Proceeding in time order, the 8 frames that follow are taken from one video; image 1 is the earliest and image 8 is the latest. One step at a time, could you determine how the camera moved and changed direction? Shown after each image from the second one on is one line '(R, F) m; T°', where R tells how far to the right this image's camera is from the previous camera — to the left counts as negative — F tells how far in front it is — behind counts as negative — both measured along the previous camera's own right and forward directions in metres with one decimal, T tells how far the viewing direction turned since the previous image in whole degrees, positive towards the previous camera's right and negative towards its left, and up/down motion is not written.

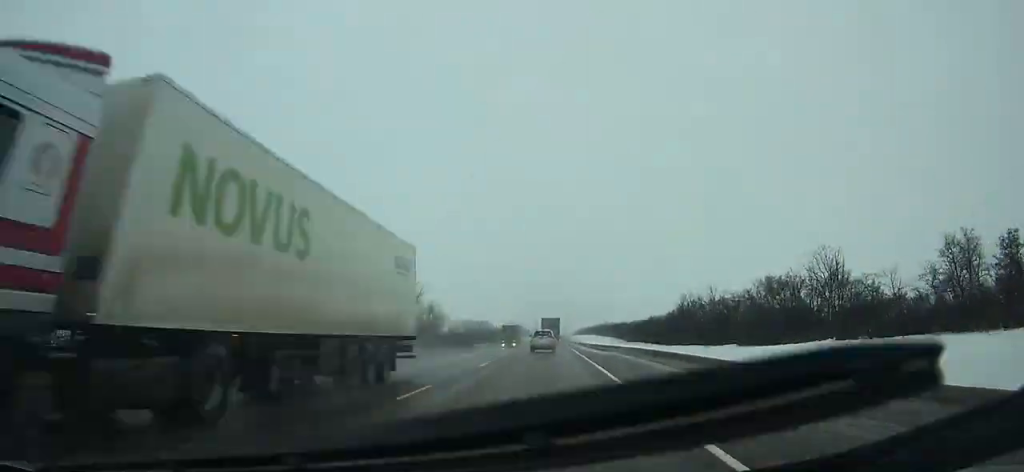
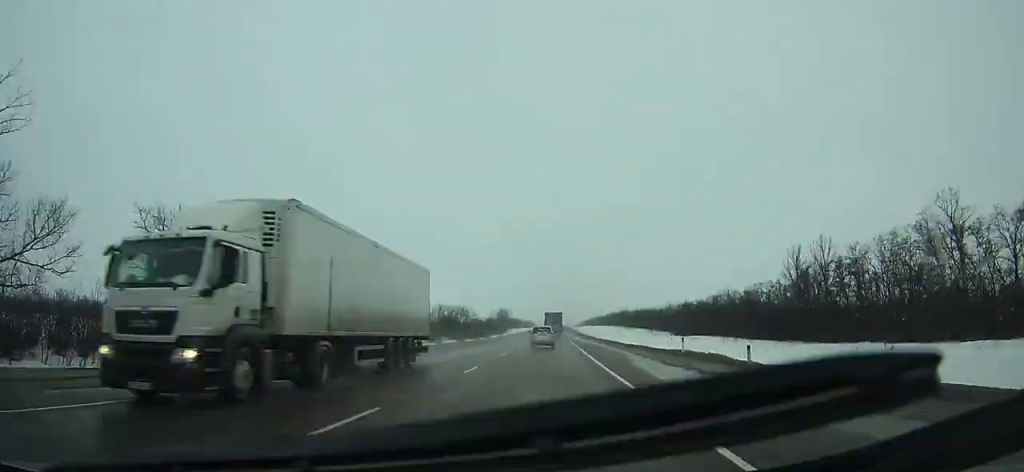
(-0.1, +123.3) m; 0°
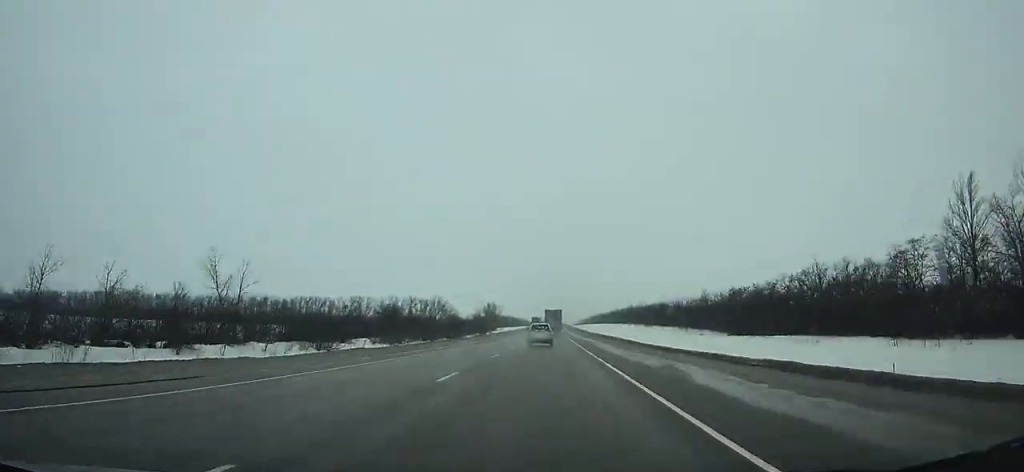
(0.0, +64.8) m; 0°
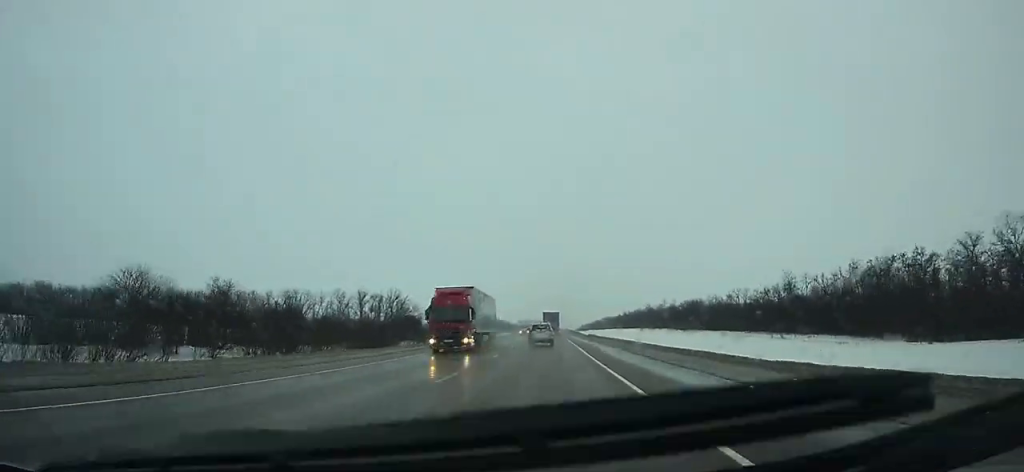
(0.0, +71.0) m; 0°
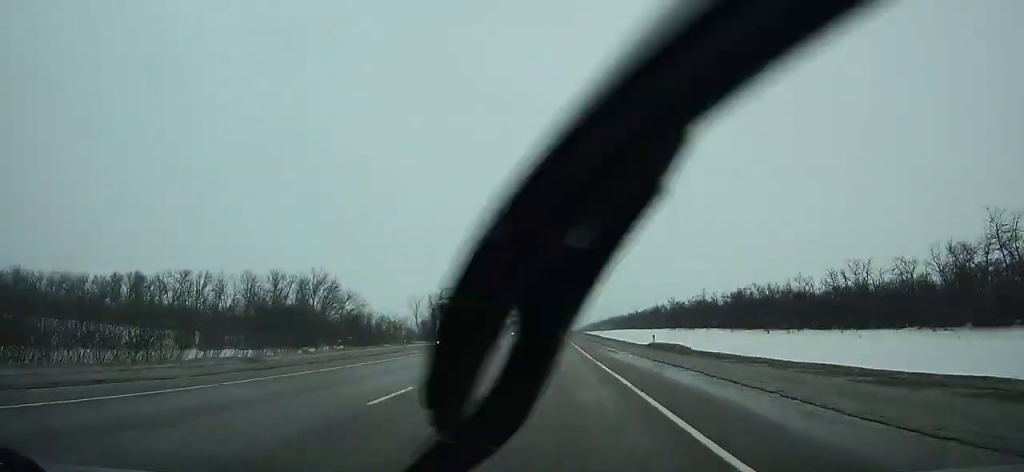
(+0.1, +63.9) m; 0°
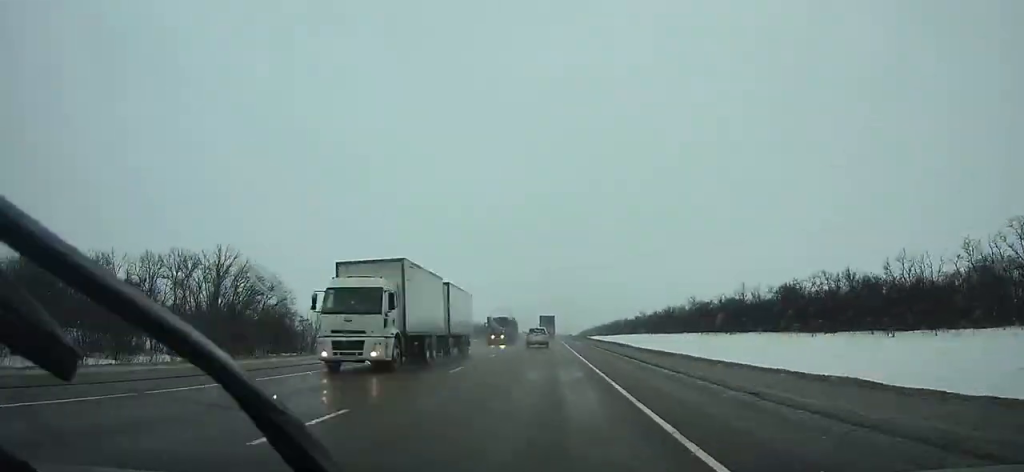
(+0.1, +39.5) m; 0°
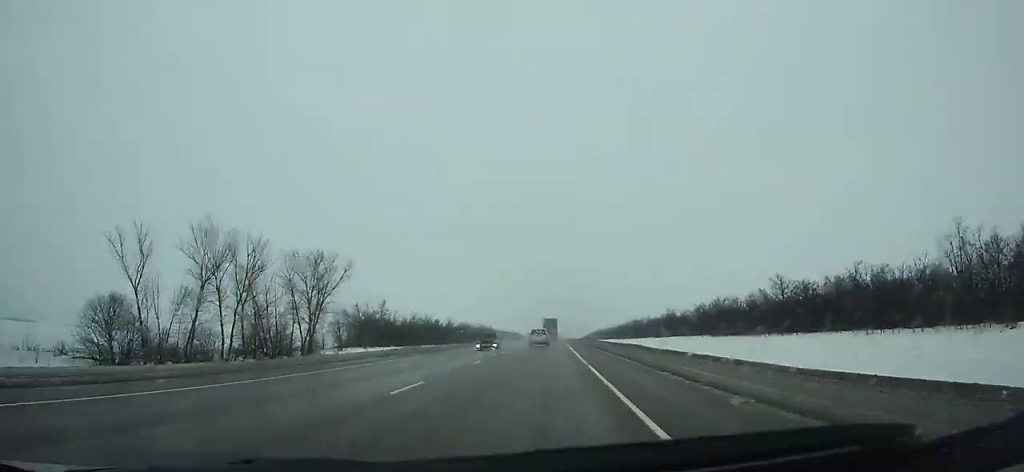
(0.0, +79.5) m; 0°
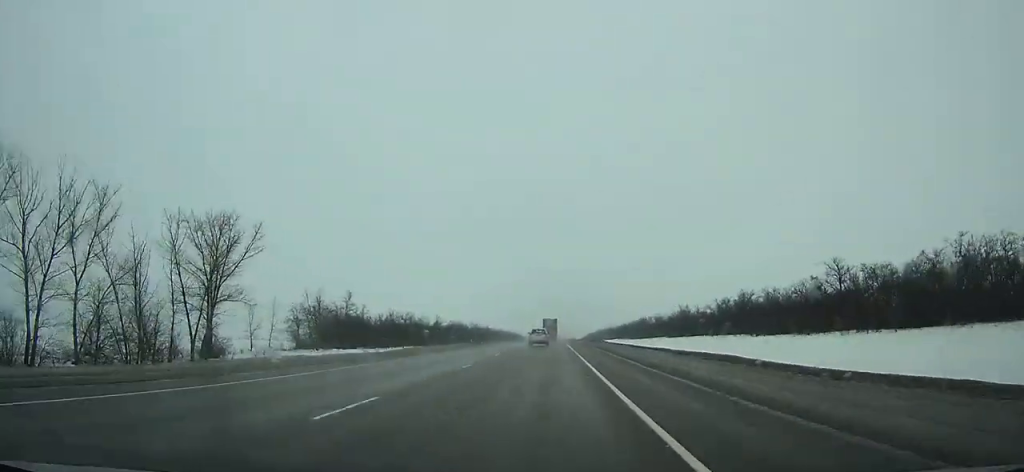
(0.0, +28.9) m; 0°
